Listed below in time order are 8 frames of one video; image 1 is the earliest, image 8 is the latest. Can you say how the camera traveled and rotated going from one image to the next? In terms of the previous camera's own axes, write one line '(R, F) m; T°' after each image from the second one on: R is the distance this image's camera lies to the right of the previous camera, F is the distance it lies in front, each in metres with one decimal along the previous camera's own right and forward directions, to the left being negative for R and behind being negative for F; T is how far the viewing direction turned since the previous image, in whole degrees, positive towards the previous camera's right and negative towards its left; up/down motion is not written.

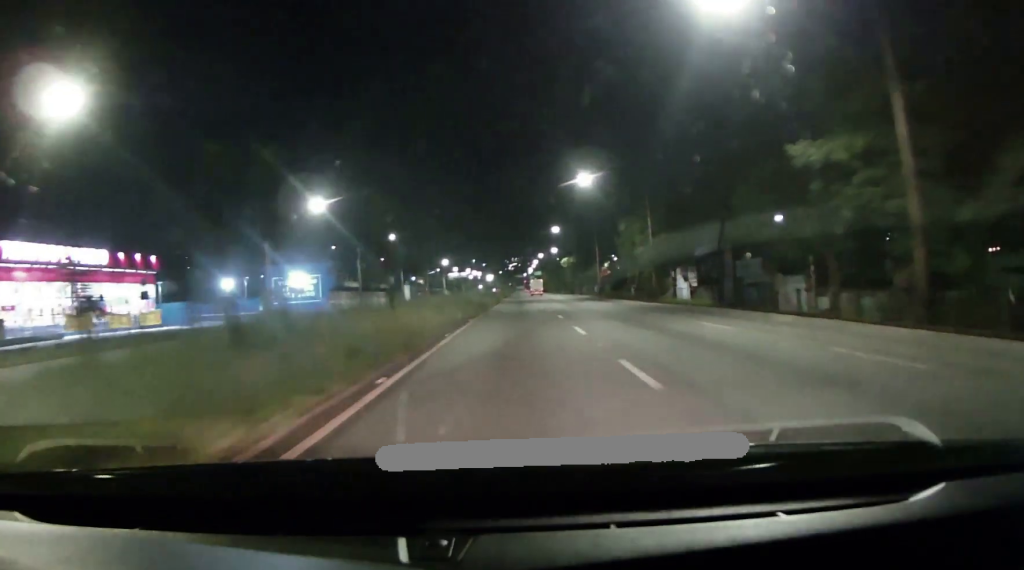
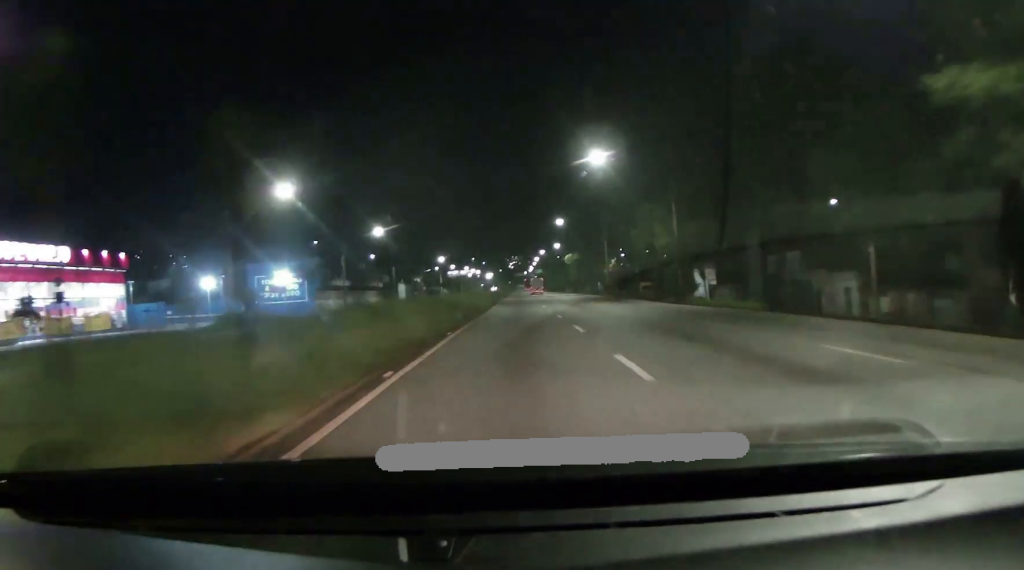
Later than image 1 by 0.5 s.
(-0.2, +8.2) m; -1°
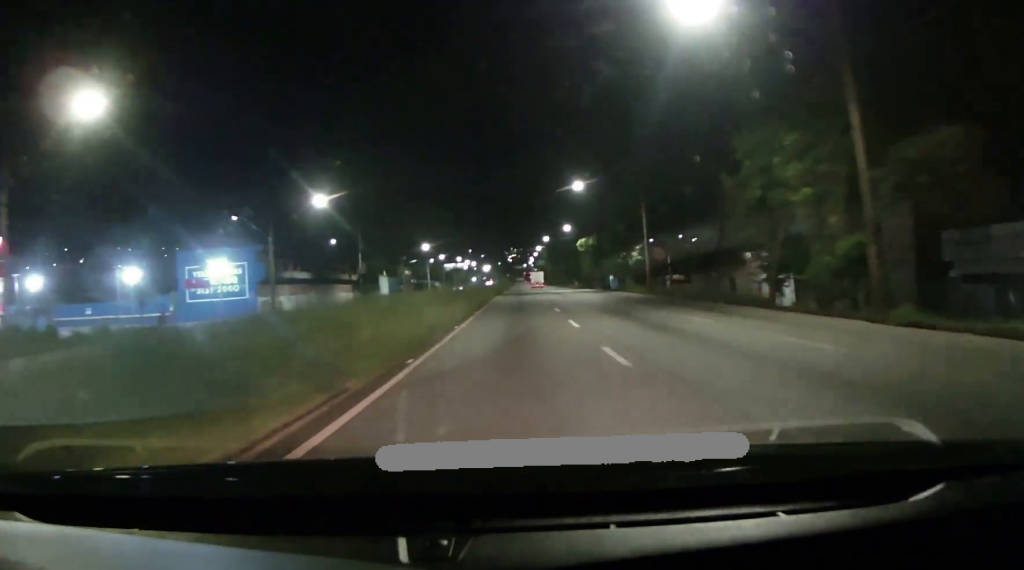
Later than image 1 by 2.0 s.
(-0.2, +24.1) m; 0°
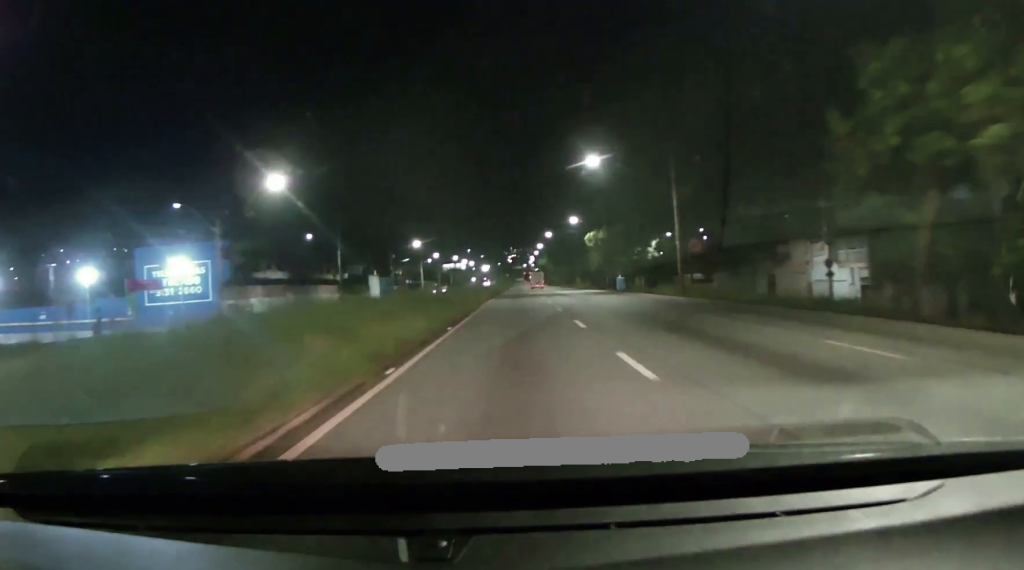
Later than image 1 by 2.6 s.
(-0.1, +10.6) m; +1°
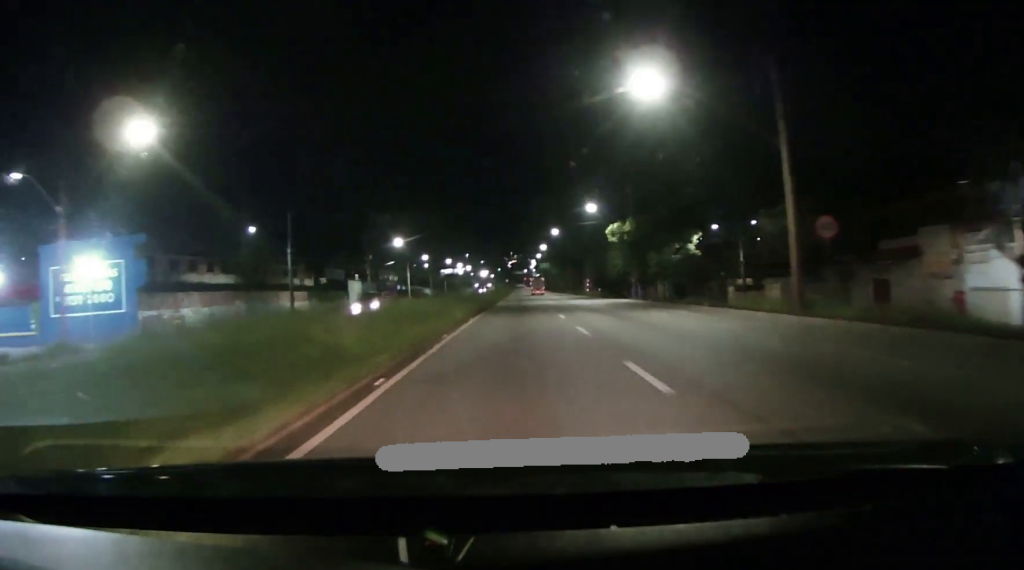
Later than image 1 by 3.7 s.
(+0.5, +18.0) m; 0°
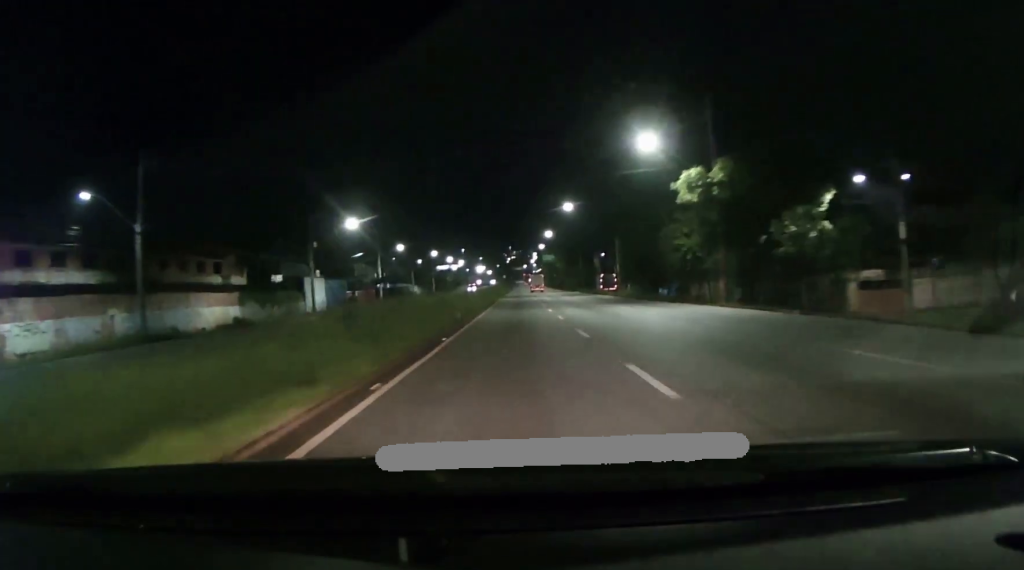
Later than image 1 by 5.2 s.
(-0.7, +26.3) m; -1°
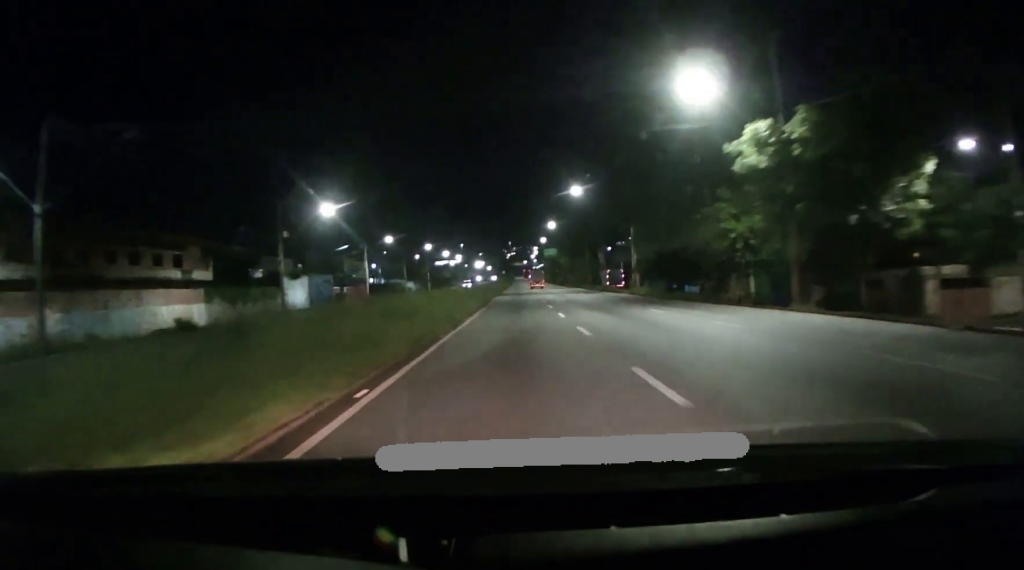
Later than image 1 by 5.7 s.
(-0.1, +9.2) m; +1°
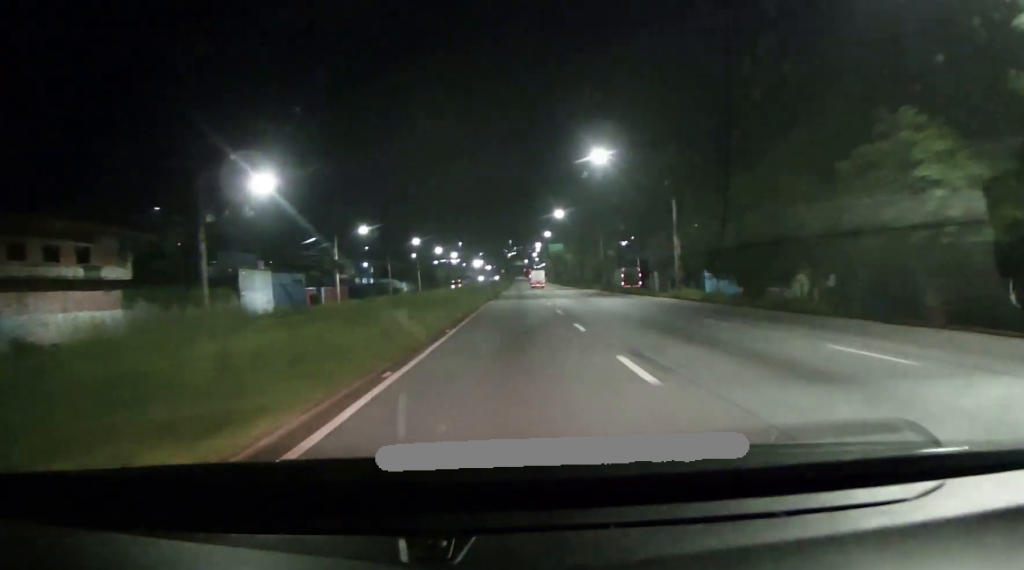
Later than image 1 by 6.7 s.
(+0.5, +16.1) m; 0°
